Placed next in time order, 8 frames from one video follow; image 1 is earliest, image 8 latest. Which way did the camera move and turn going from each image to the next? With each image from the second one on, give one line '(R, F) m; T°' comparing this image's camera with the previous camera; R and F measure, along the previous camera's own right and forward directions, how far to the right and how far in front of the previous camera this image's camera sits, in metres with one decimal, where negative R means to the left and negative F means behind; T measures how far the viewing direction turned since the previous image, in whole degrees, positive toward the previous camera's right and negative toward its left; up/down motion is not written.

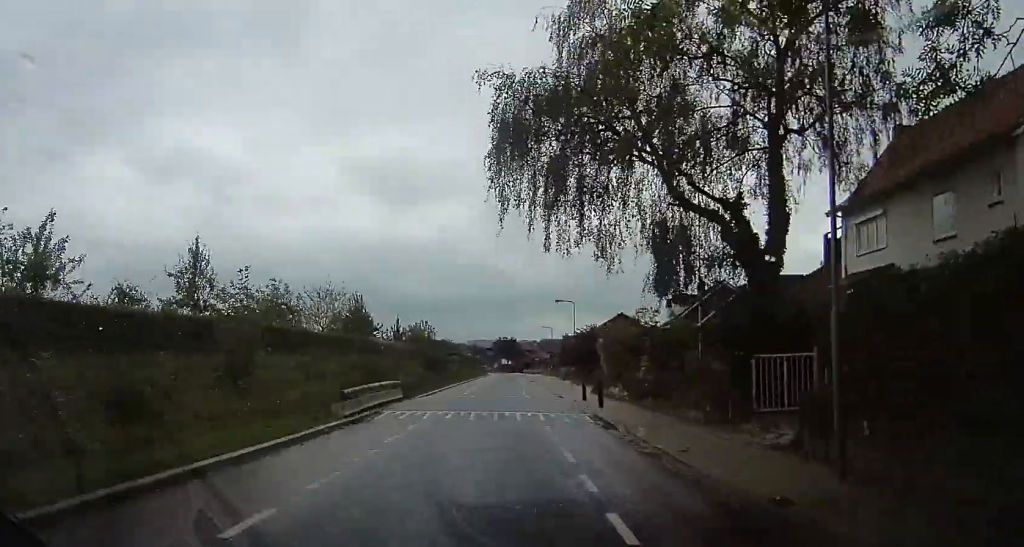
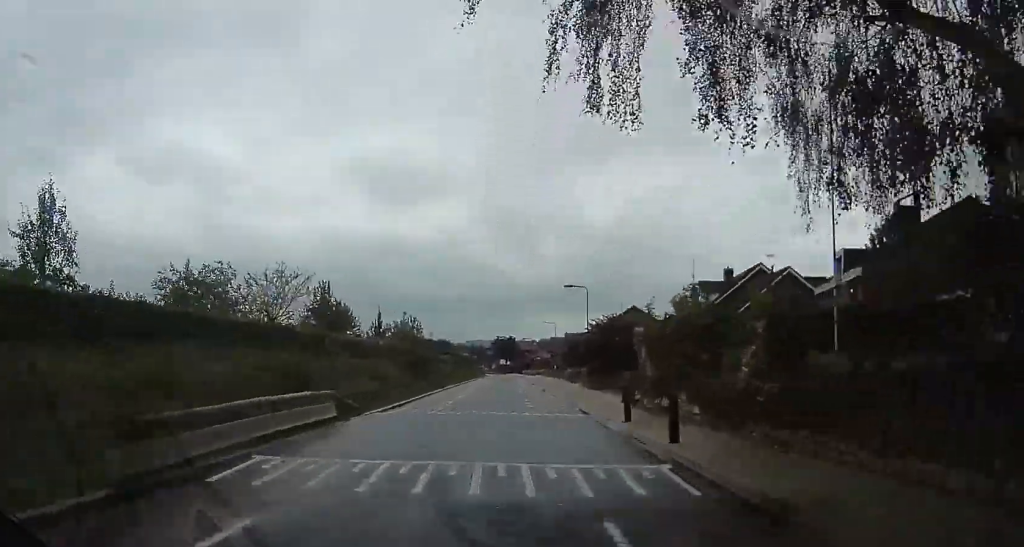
(+0.1, +8.9) m; -2°
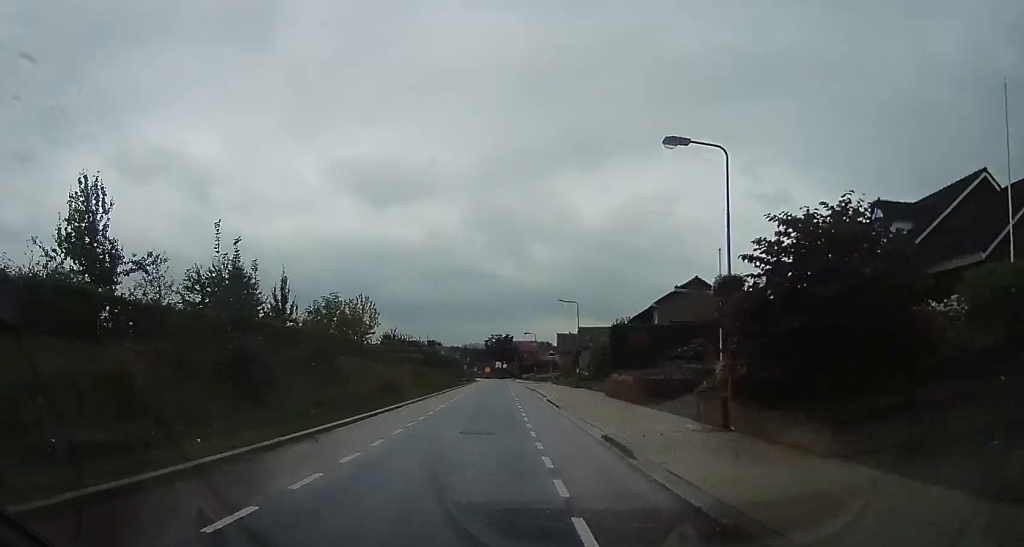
(-0.1, +24.5) m; 0°
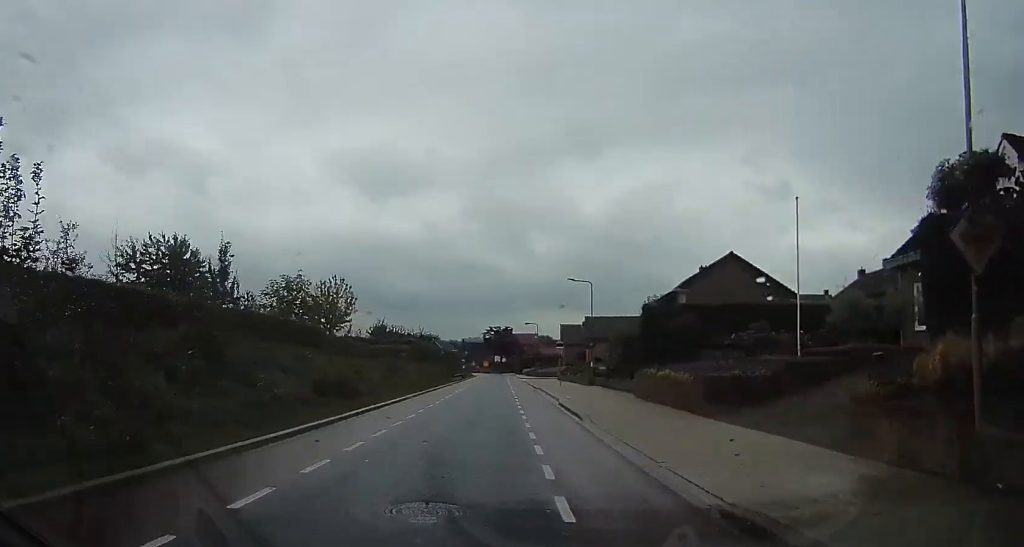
(-0.3, +7.6) m; 0°
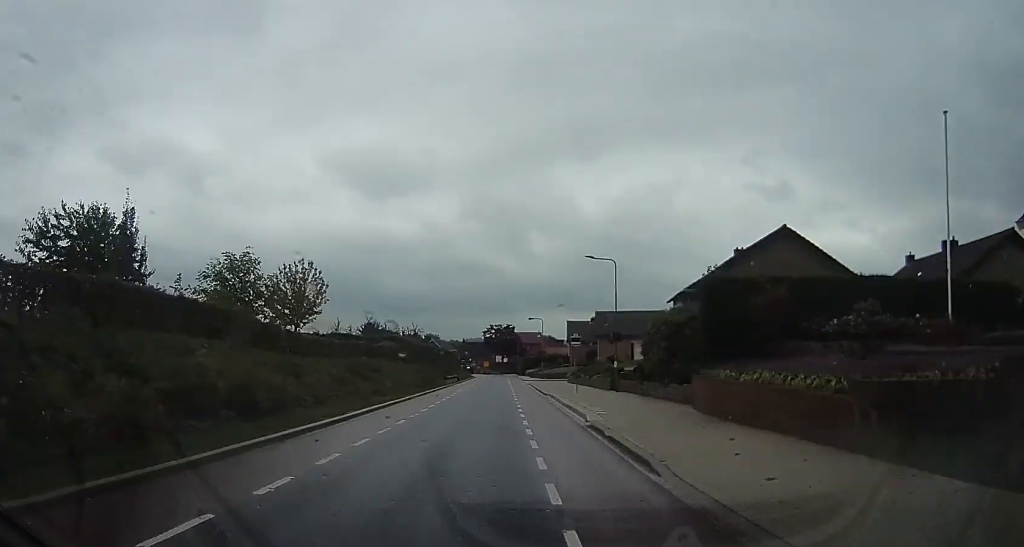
(+0.1, +7.6) m; 0°
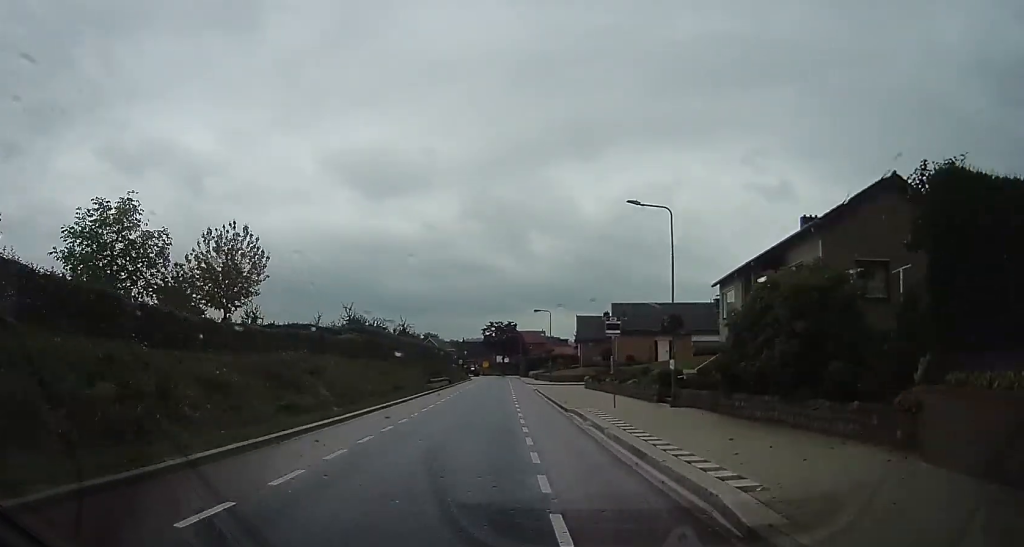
(+0.1, +9.7) m; -1°
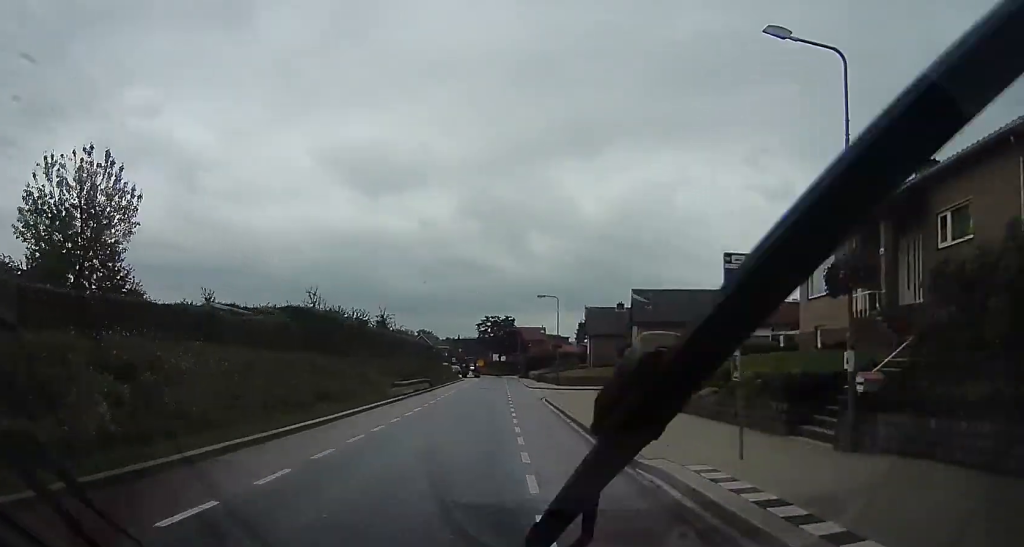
(-0.3, +10.3) m; -1°
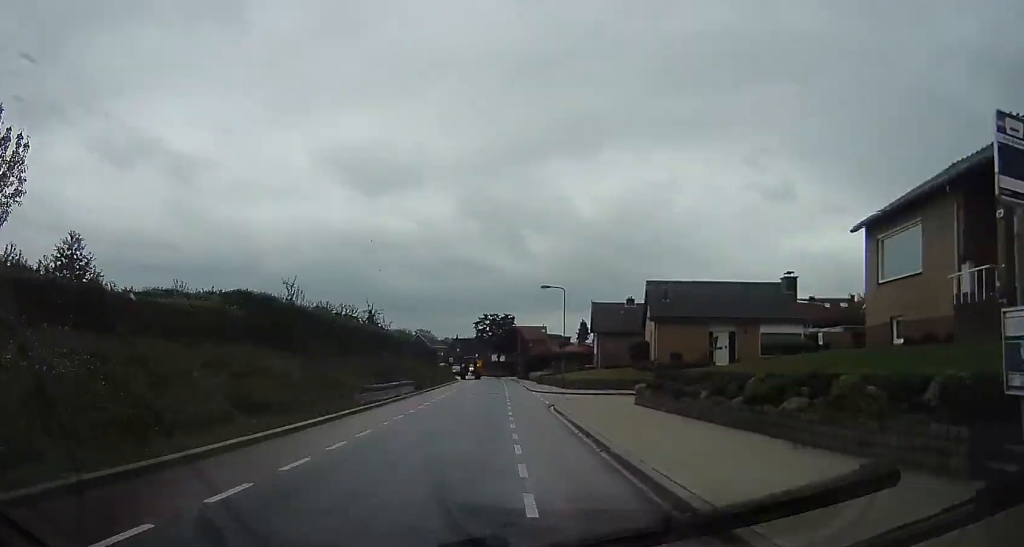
(-0.1, +5.1) m; +1°
